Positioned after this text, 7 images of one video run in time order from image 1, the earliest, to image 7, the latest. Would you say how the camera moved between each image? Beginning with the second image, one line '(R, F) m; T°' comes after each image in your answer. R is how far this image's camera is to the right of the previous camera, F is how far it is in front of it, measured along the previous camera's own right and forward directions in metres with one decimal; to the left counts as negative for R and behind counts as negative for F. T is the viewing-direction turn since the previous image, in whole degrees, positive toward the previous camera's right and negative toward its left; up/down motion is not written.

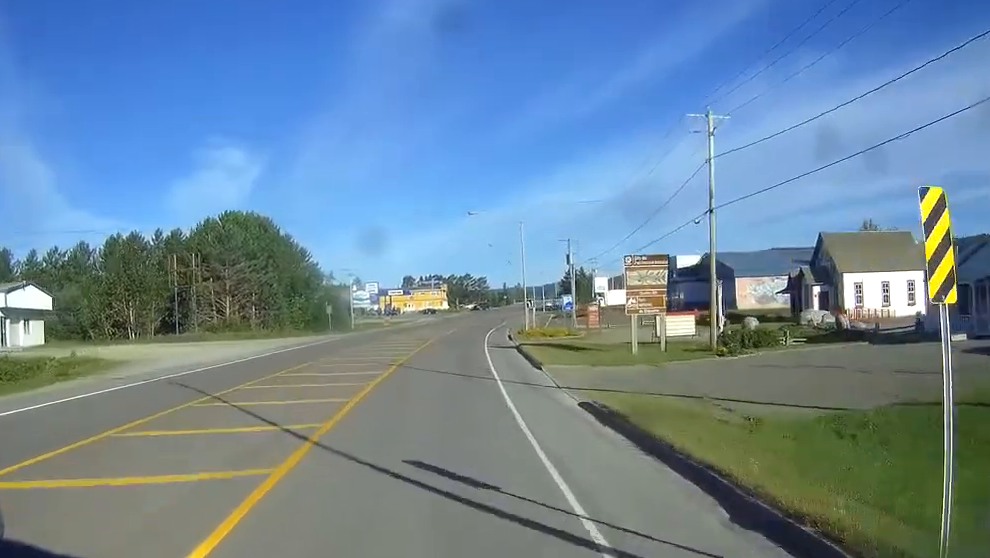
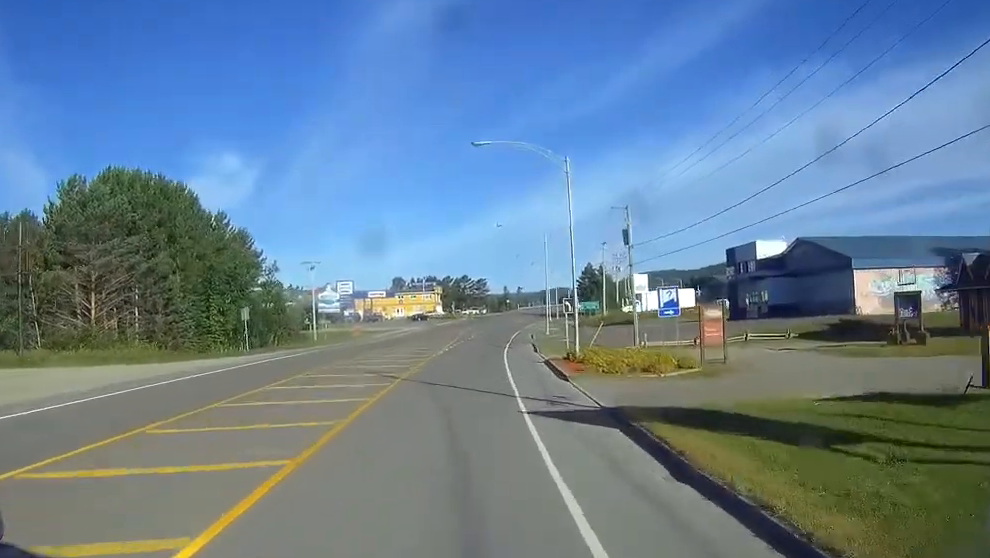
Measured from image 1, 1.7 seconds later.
(+0.4, +33.5) m; +1°
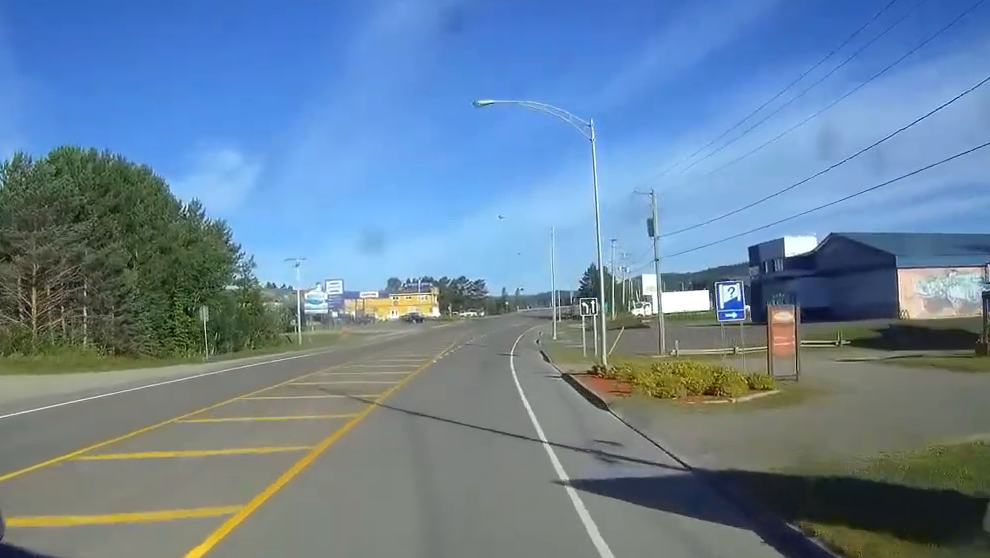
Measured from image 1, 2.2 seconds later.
(0.0, +8.4) m; 0°
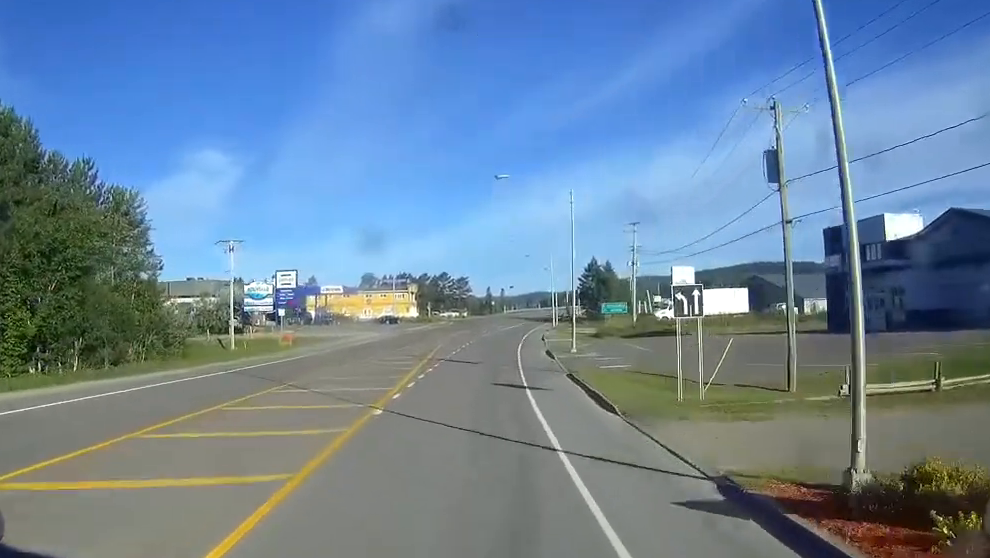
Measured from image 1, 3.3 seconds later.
(+0.1, +22.6) m; +1°
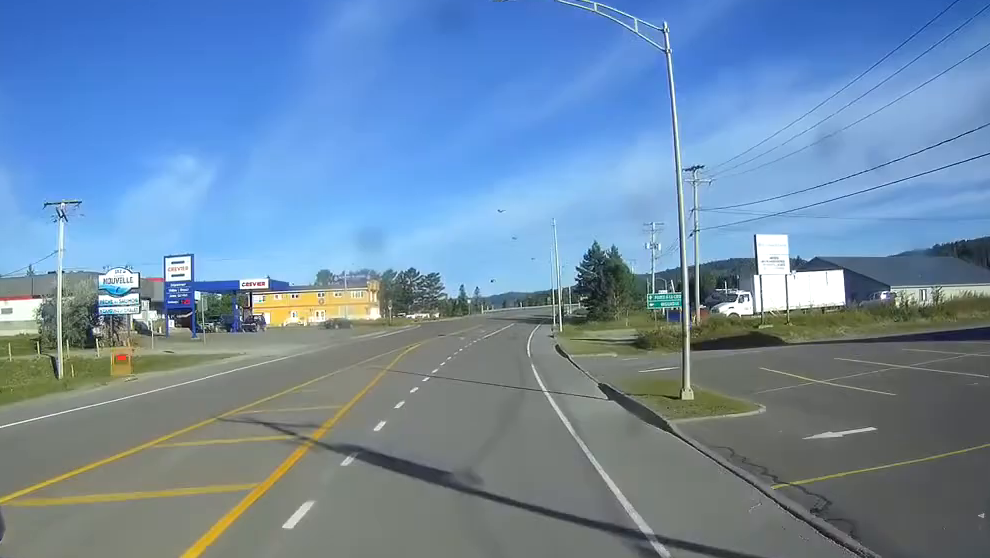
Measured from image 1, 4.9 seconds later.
(+0.5, +30.4) m; +2°
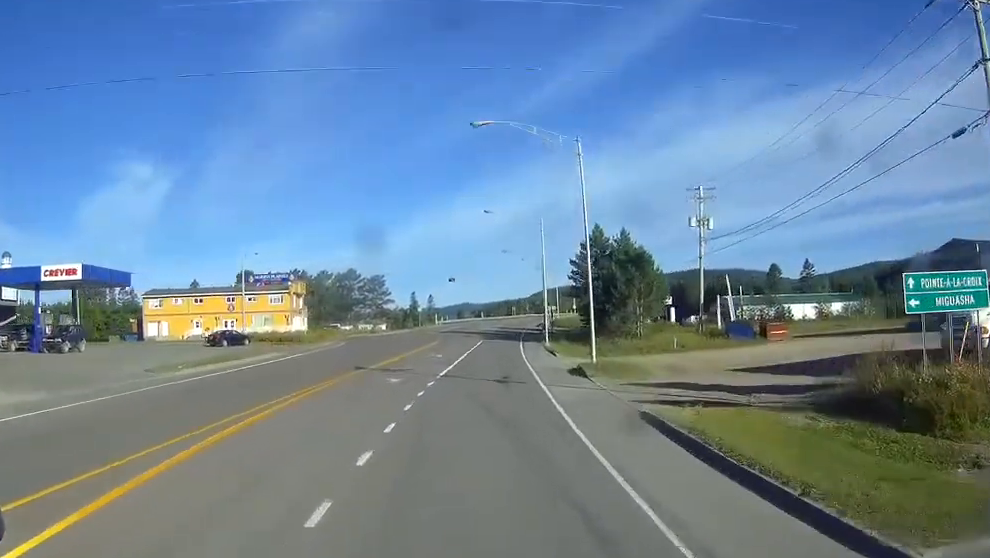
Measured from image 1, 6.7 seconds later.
(+0.9, +35.6) m; +3°
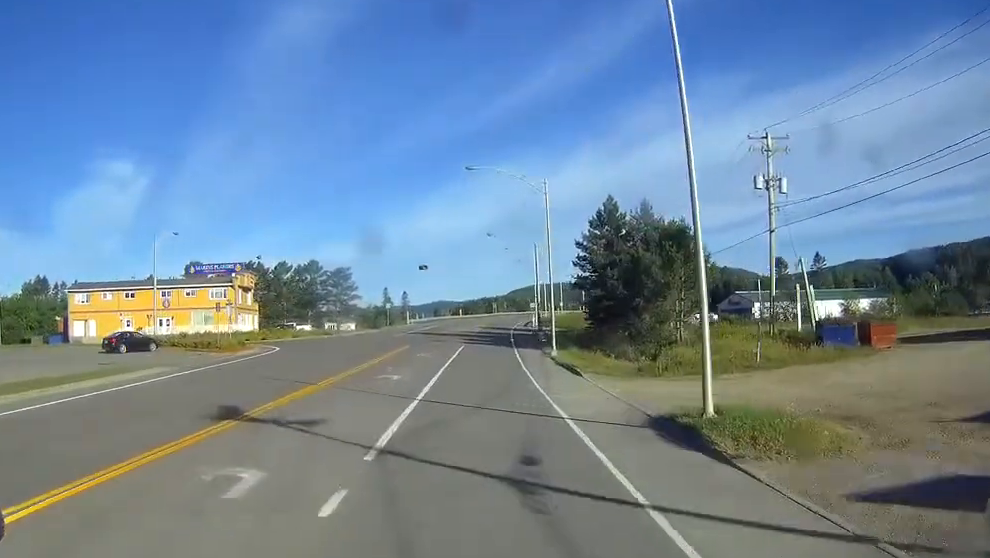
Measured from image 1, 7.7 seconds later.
(+0.2, +19.4) m; +1°
